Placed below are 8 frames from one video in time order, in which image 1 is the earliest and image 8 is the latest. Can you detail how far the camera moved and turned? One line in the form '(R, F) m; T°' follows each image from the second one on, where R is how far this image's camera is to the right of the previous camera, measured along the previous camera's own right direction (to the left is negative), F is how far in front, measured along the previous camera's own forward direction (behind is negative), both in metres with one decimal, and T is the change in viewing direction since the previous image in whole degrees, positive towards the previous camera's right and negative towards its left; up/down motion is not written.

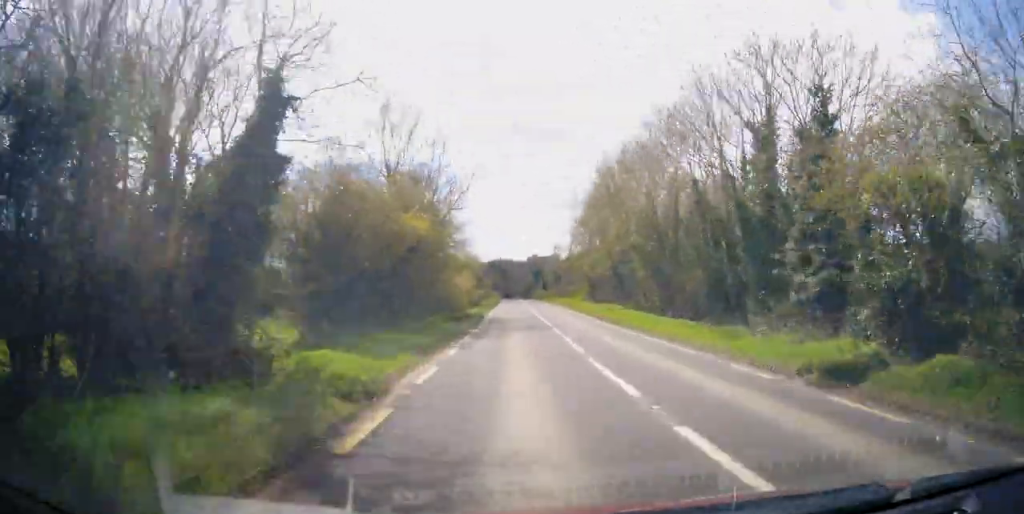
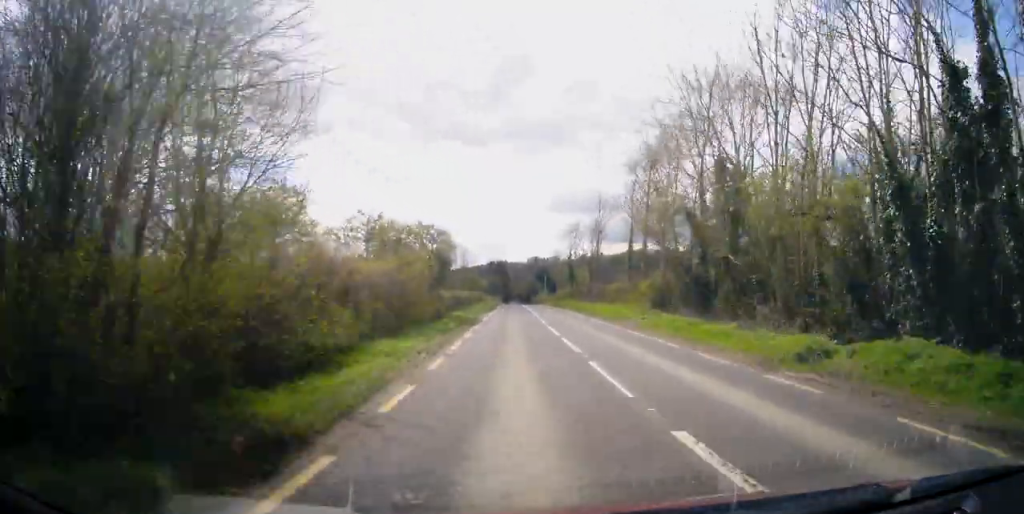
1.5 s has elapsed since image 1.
(+0.3, +29.4) m; 0°
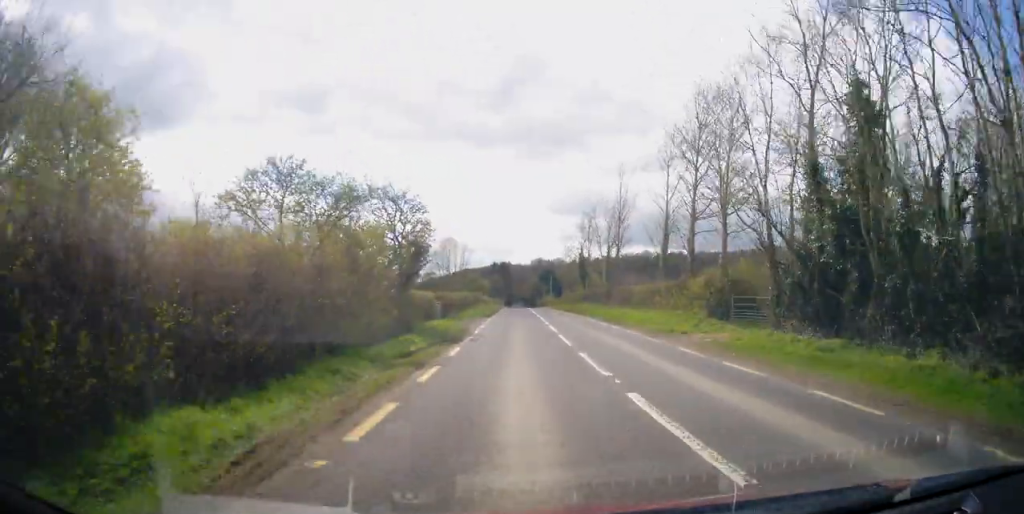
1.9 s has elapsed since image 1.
(-0.1, +9.3) m; 0°
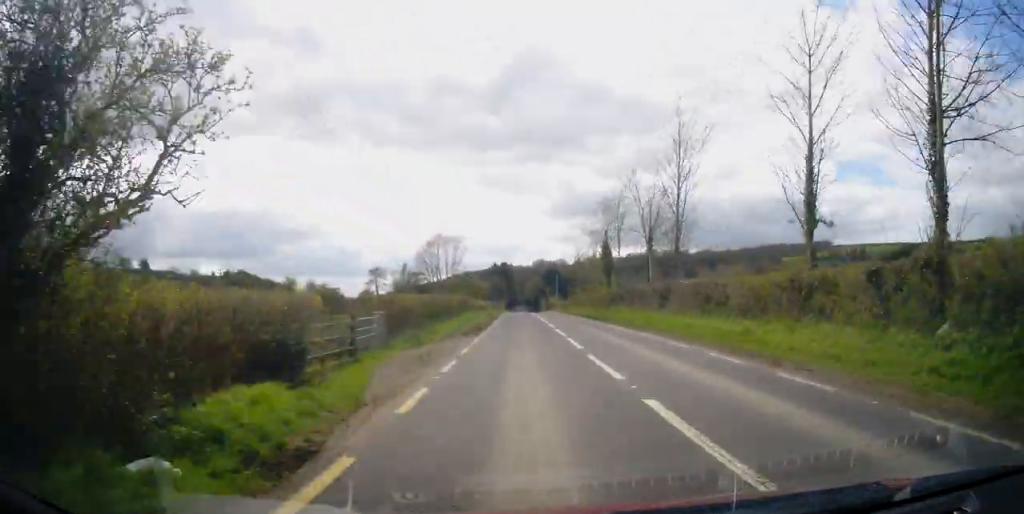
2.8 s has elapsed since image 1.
(-0.1, +18.1) m; 0°
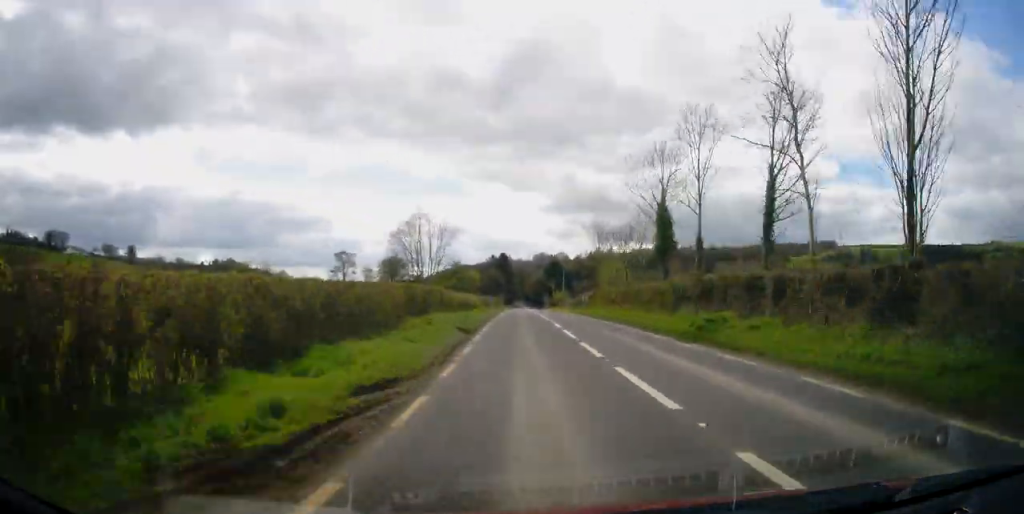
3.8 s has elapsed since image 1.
(0.0, +20.4) m; 0°
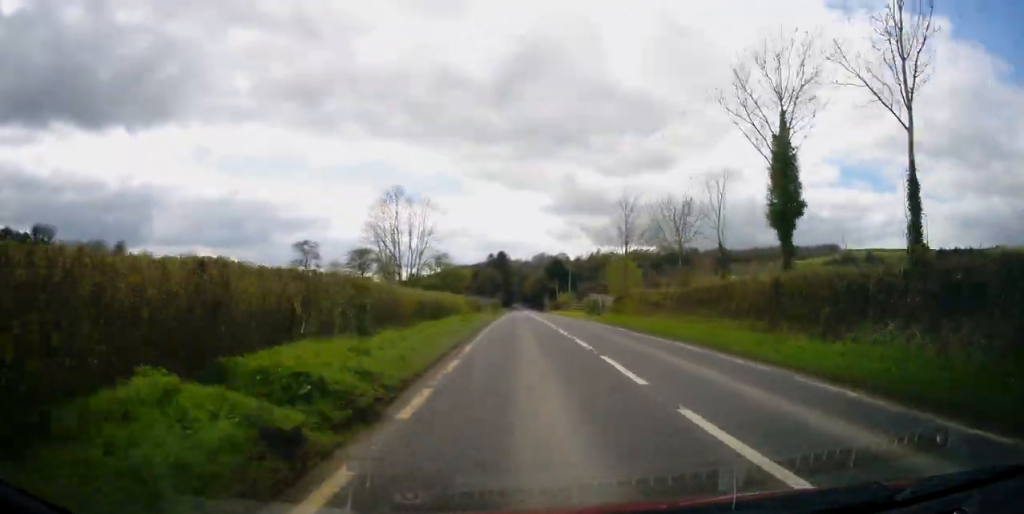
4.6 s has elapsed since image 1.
(0.0, +15.6) m; 0°
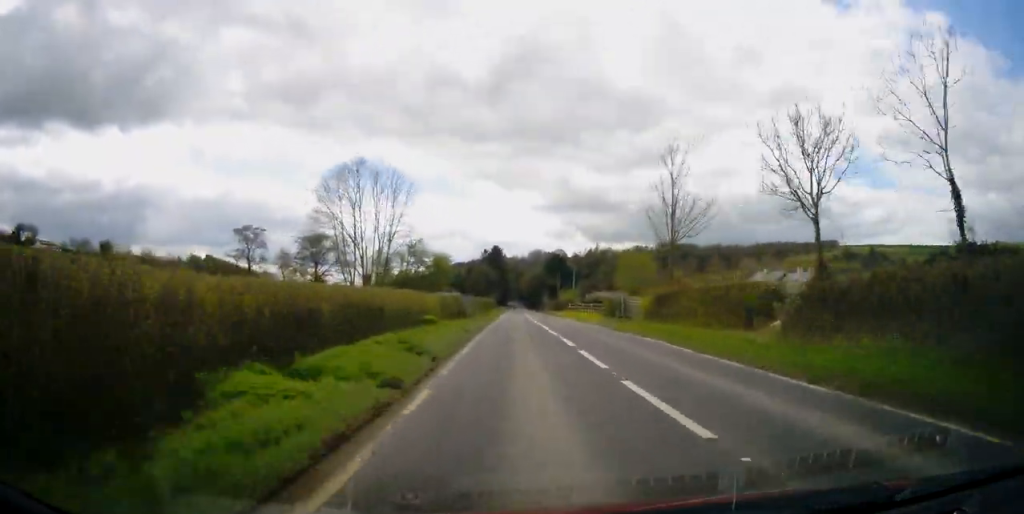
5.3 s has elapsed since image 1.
(0.0, +14.8) m; +1°
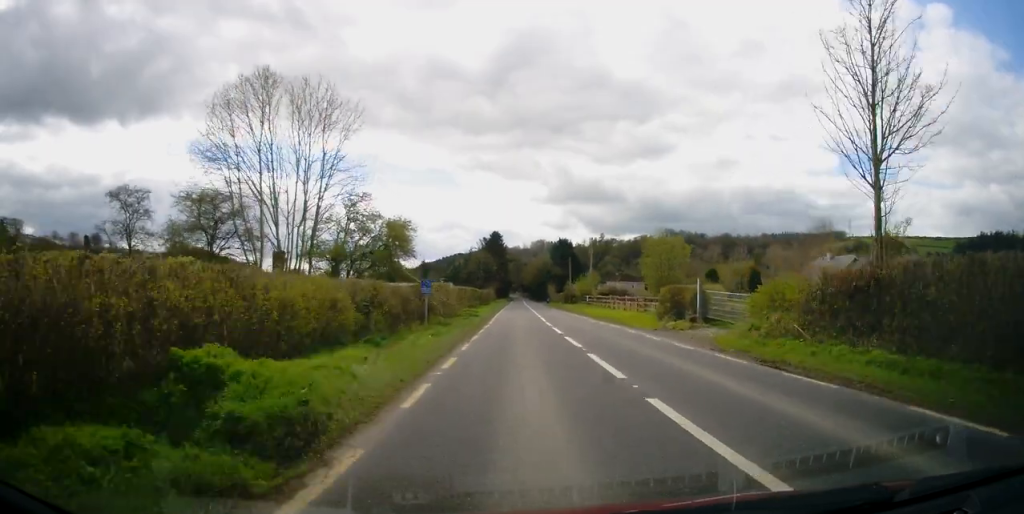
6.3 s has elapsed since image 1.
(+0.3, +19.5) m; 0°
